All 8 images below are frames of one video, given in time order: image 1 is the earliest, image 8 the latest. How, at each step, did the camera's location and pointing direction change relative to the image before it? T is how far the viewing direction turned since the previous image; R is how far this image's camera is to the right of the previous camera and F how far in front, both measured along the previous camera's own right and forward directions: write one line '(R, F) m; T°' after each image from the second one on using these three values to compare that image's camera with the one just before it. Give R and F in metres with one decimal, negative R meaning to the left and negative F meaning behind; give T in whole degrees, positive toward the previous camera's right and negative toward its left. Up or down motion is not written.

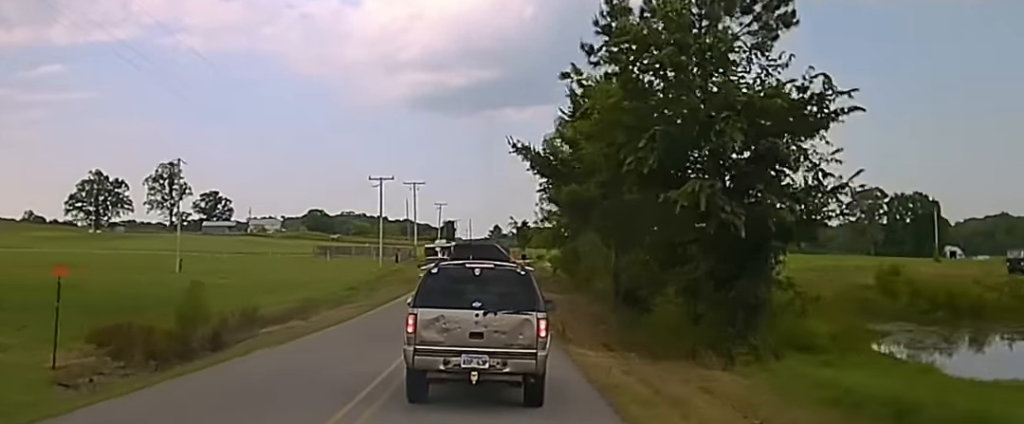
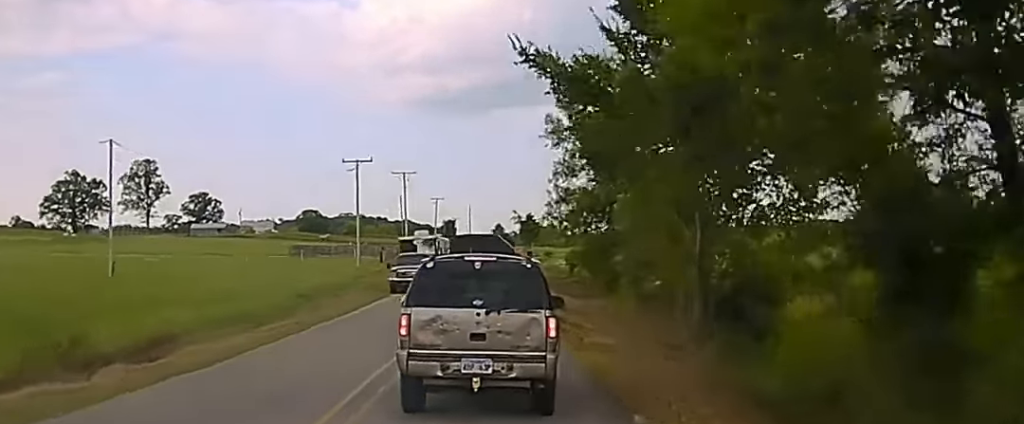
(0.0, +18.4) m; 0°
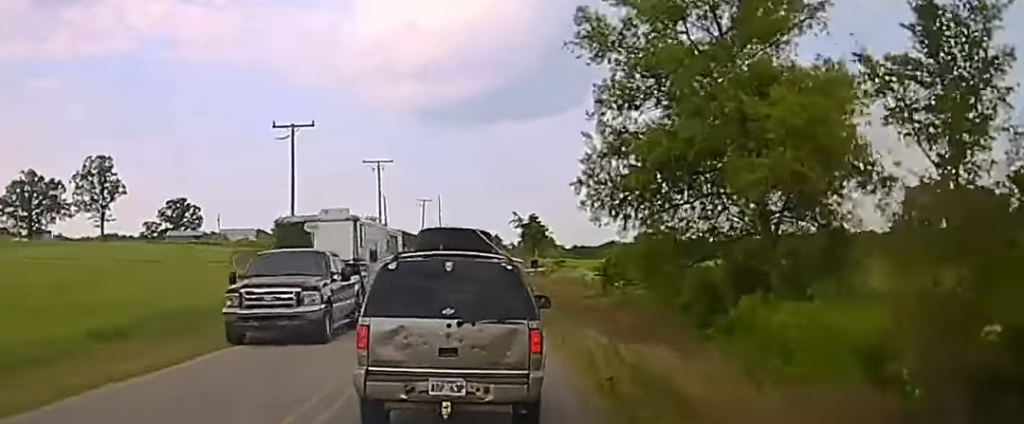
(-0.2, +27.1) m; -1°
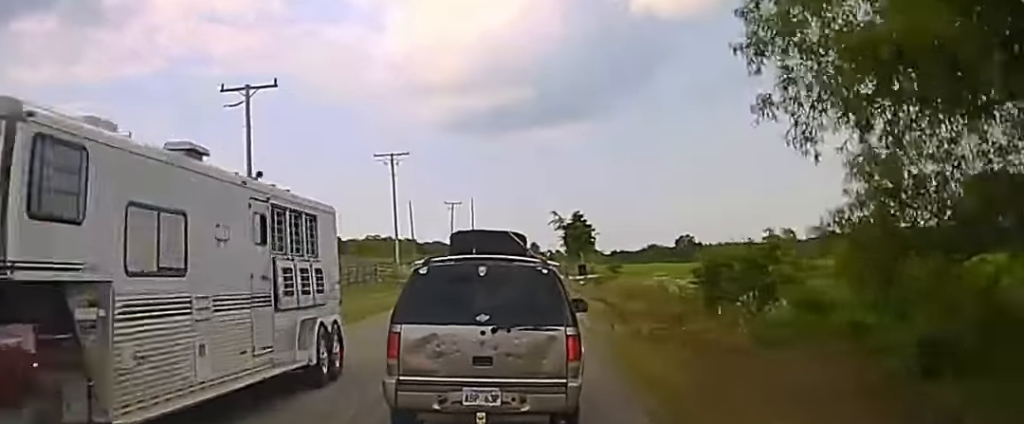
(-0.1, +17.4) m; -1°
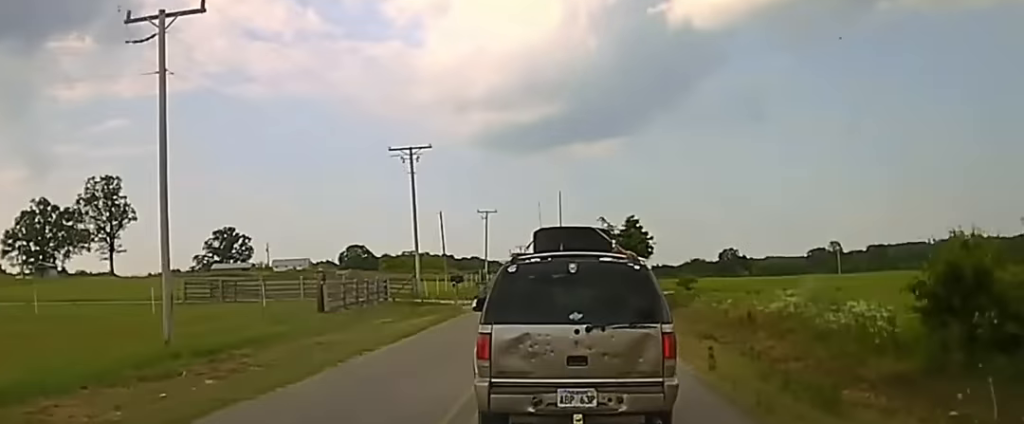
(0.0, +13.2) m; -1°
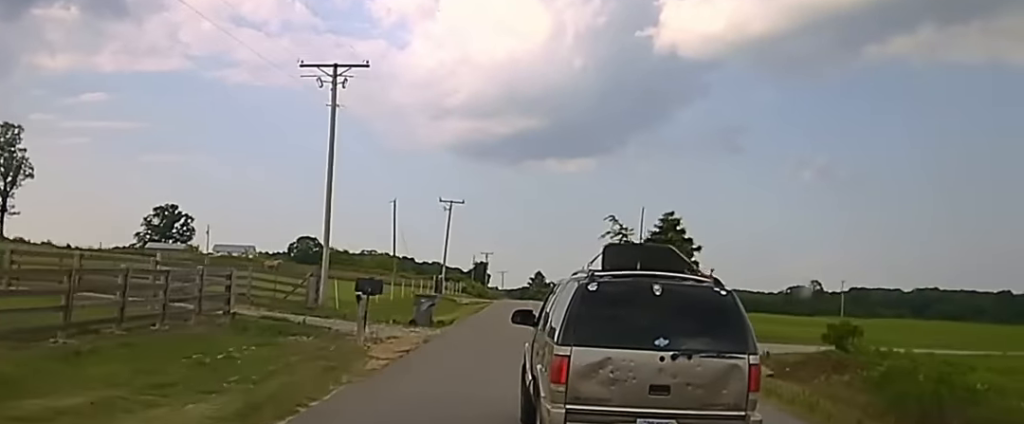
(-0.4, +26.3) m; +1°
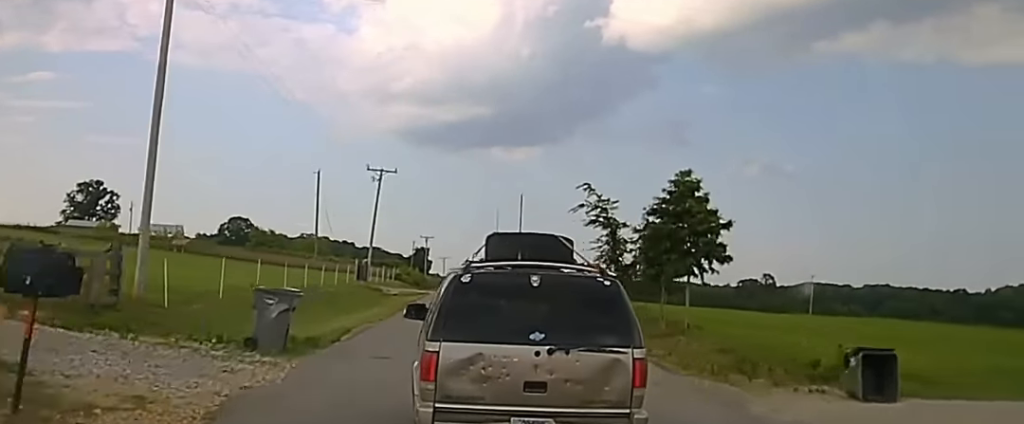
(+0.2, +16.3) m; +2°
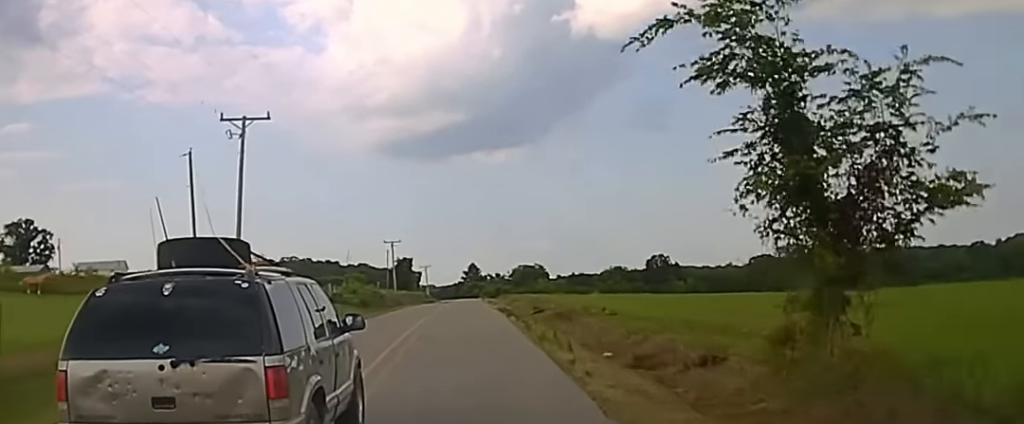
(+1.2, +33.4) m; +1°
